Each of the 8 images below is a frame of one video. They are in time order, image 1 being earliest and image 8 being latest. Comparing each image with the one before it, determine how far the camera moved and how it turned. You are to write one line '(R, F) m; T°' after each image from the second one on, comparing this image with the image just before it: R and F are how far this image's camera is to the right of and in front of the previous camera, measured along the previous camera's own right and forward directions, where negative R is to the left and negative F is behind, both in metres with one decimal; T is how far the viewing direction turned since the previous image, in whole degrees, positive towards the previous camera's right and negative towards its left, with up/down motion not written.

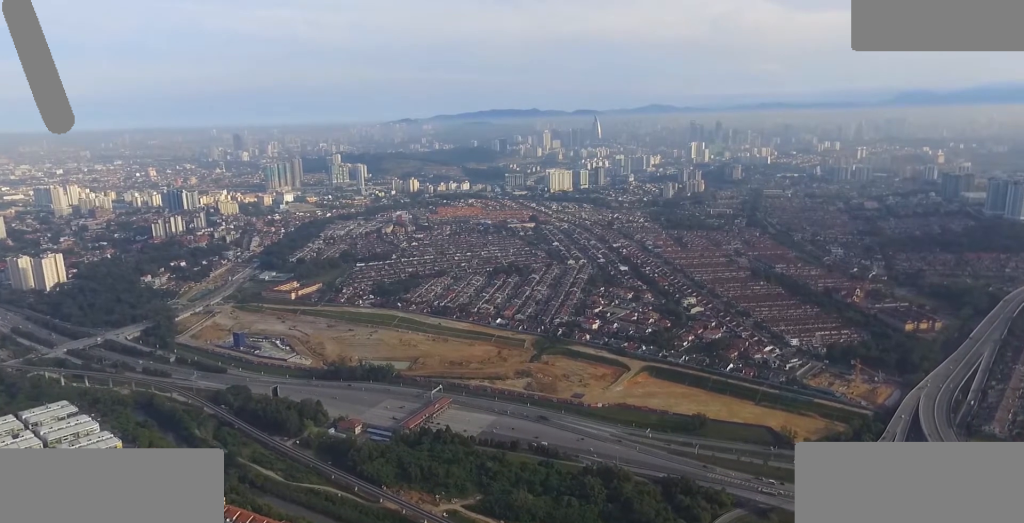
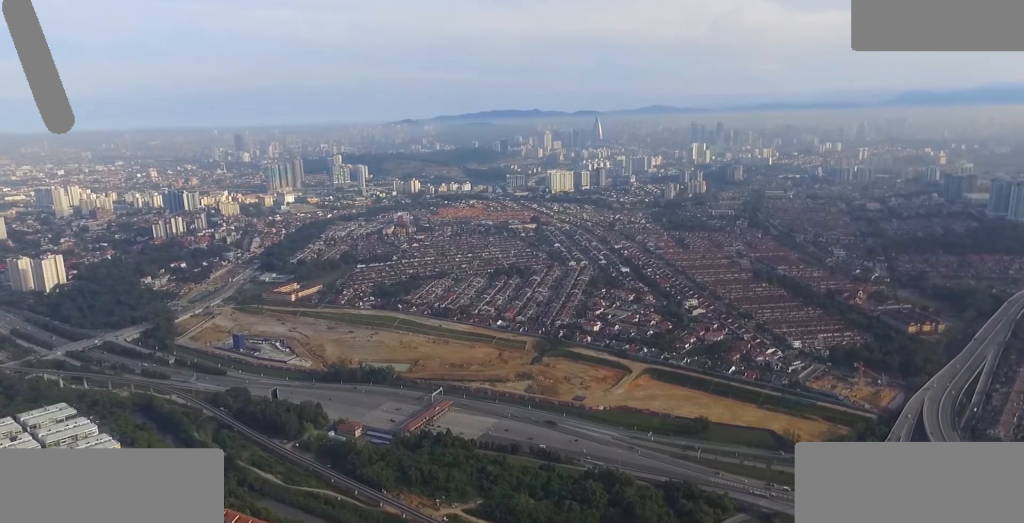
(0.0, +3.5) m; 0°
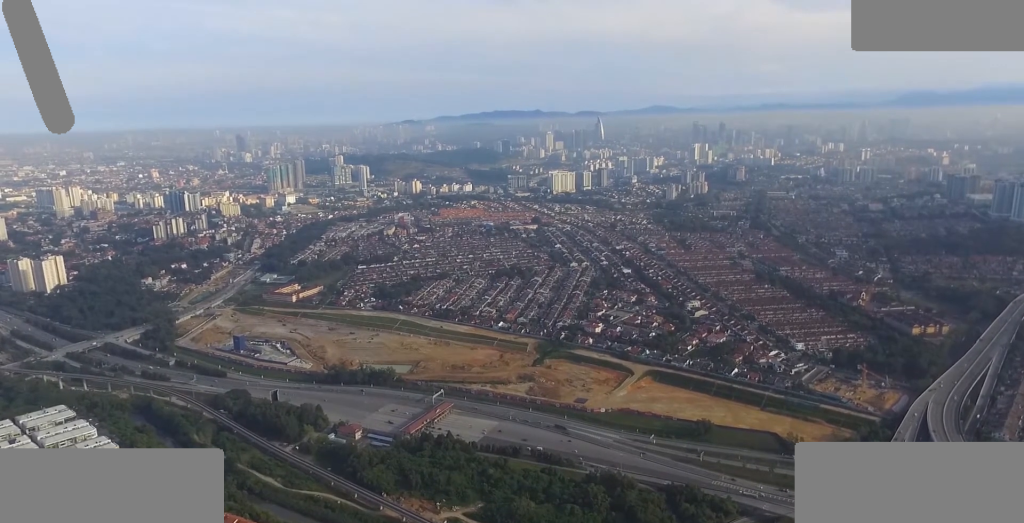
(0.0, +3.2) m; 0°
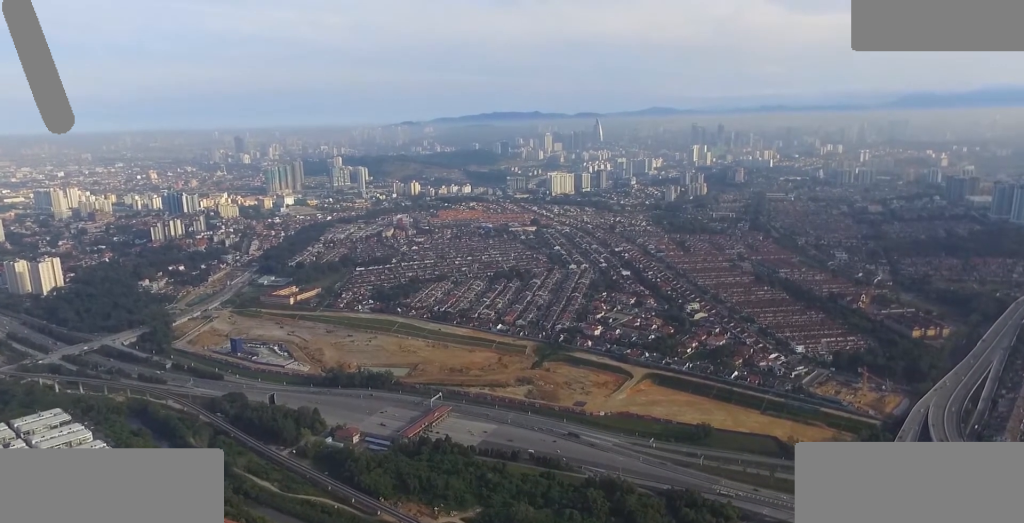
(0.0, +4.9) m; 0°
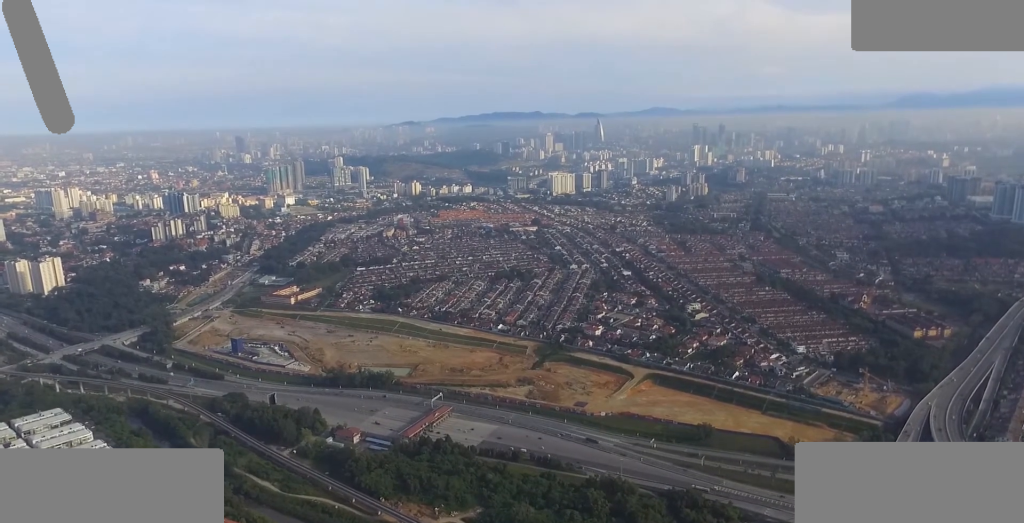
(0.0, +4.8) m; 0°
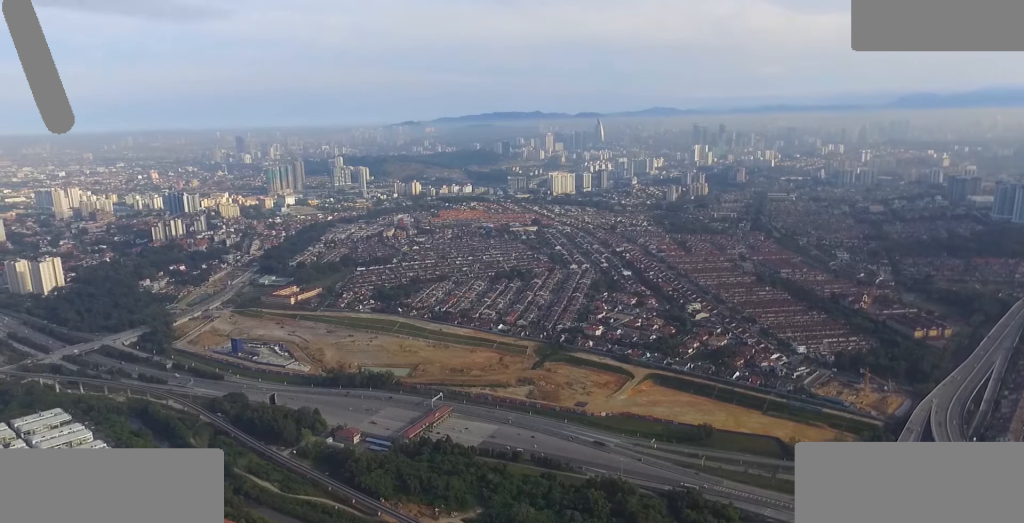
(0.0, +2.3) m; 0°
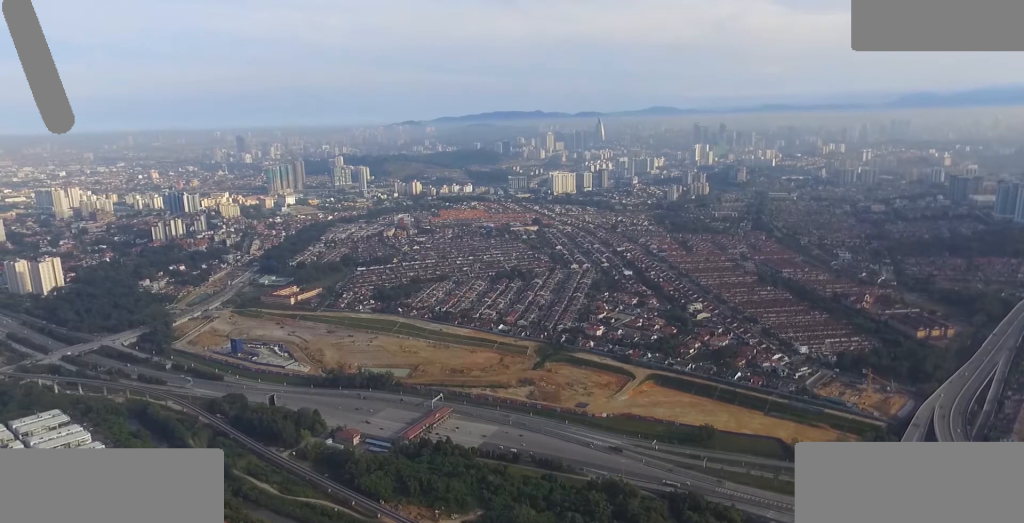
(0.0, +5.5) m; 0°
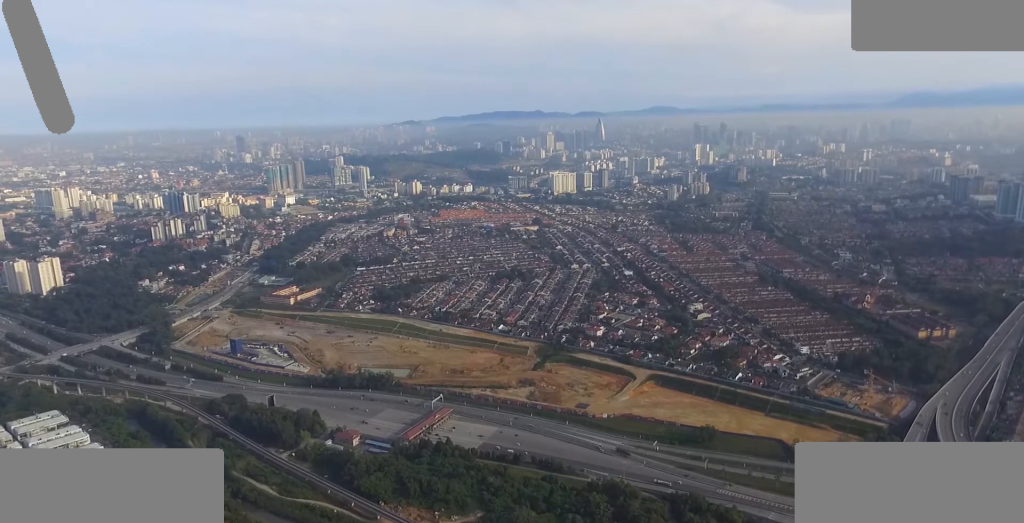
(0.0, +2.8) m; 0°
